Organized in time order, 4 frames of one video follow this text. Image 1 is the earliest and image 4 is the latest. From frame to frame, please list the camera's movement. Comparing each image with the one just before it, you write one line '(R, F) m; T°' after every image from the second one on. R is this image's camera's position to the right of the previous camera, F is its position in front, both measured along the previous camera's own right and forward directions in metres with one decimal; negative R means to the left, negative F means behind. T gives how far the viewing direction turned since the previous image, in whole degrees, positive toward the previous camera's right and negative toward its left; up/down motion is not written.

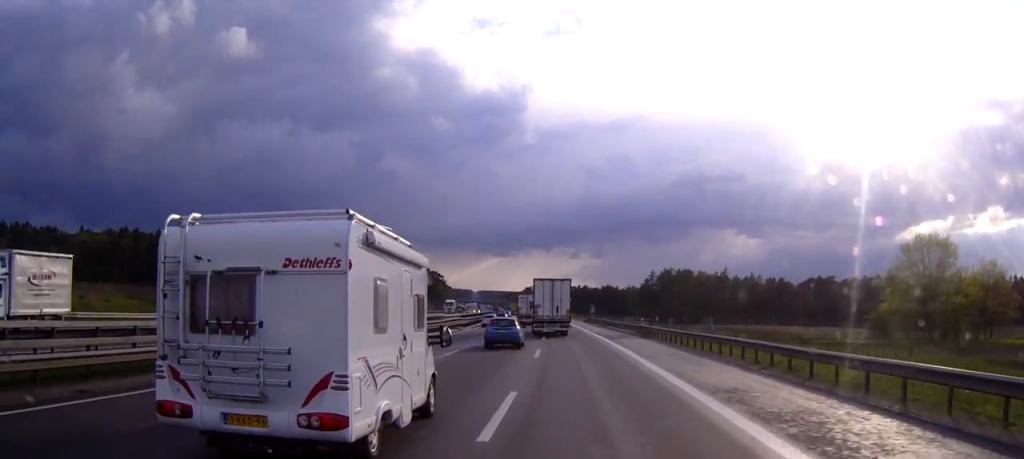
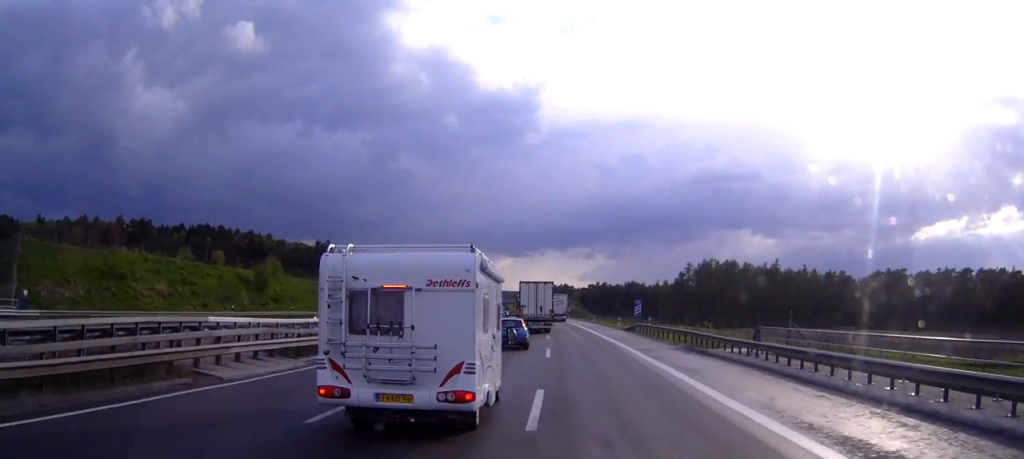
(-1.0, +52.7) m; -2°
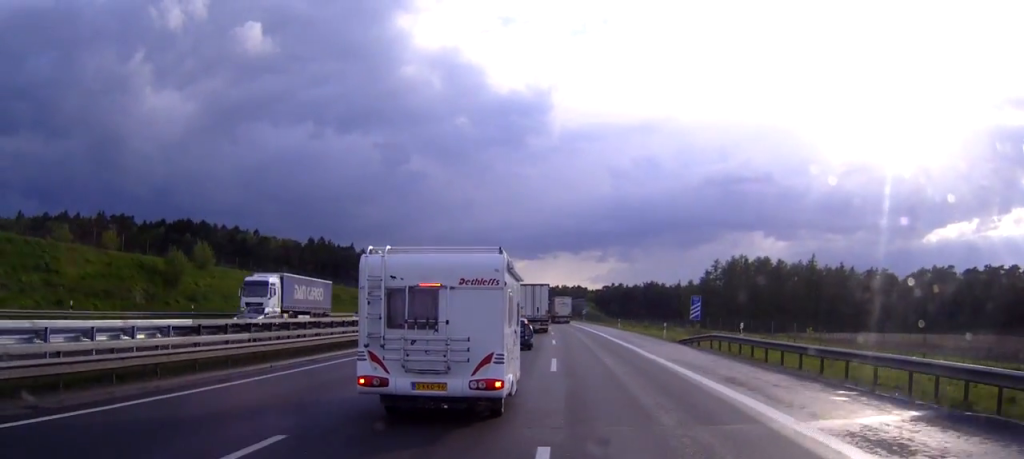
(-0.1, +25.6) m; -1°
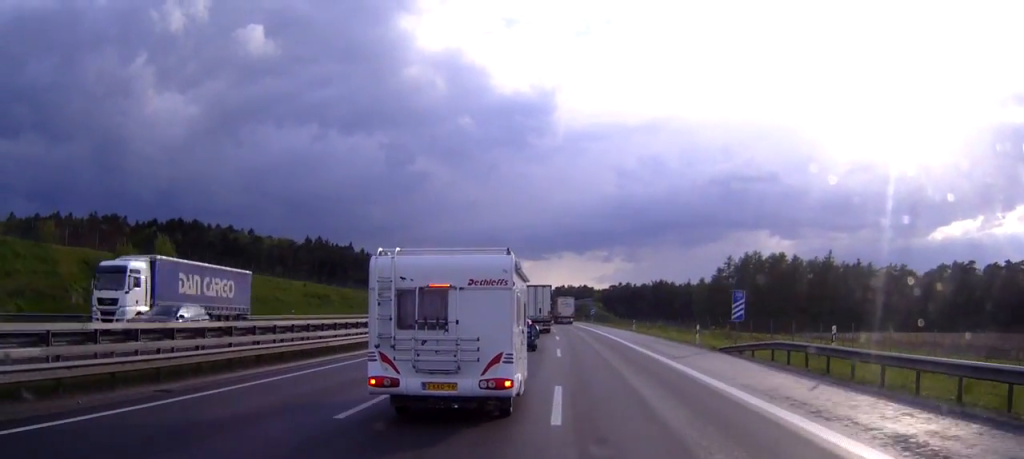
(-0.1, +10.0) m; 0°
